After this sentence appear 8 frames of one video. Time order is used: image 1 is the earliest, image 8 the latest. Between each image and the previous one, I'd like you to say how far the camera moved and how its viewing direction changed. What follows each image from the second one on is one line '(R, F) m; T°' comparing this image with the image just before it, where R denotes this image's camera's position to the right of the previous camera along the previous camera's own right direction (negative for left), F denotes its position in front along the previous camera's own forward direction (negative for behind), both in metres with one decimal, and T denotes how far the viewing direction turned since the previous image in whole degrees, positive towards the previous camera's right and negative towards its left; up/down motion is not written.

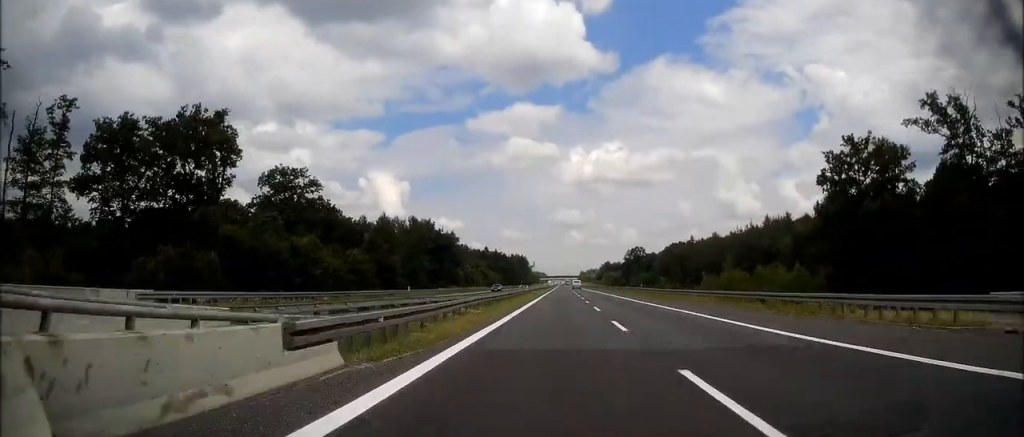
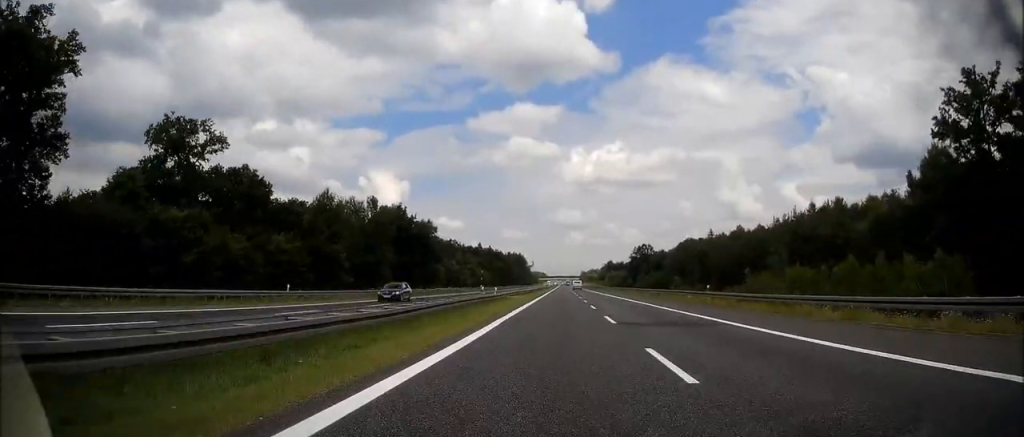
(0.0, +33.3) m; 0°
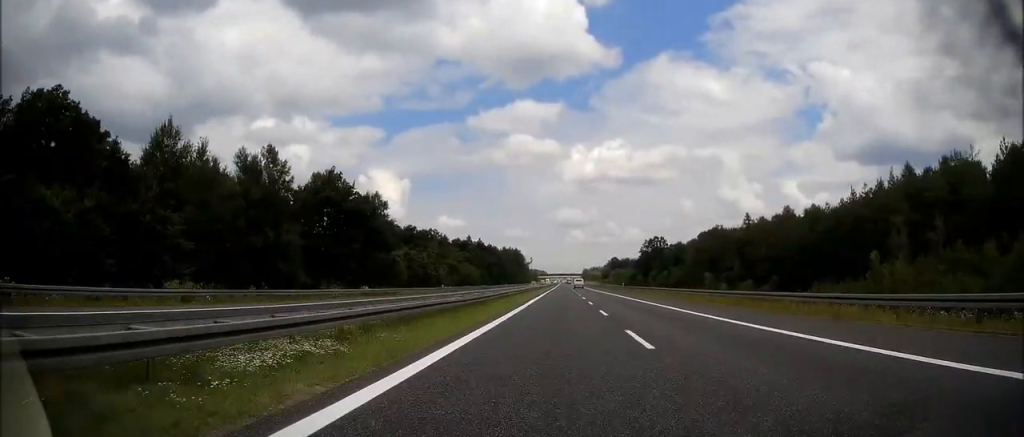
(-0.1, +44.5) m; 0°
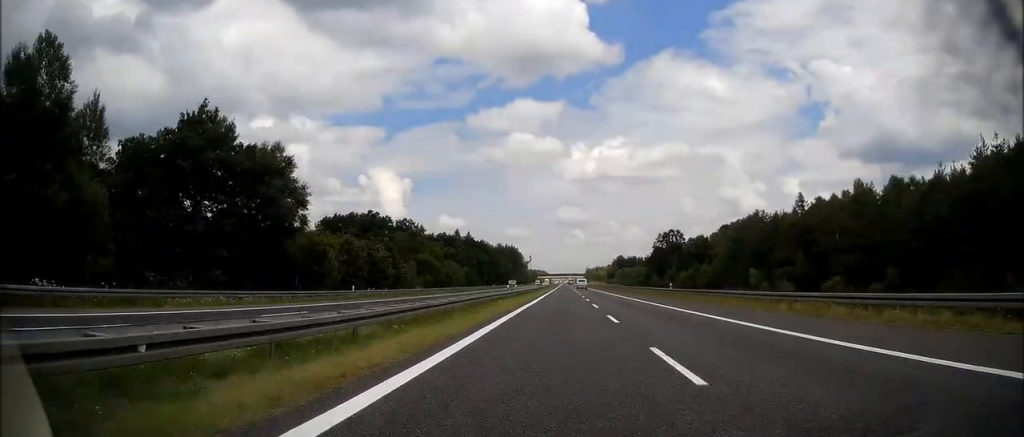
(0.0, +40.9) m; 0°
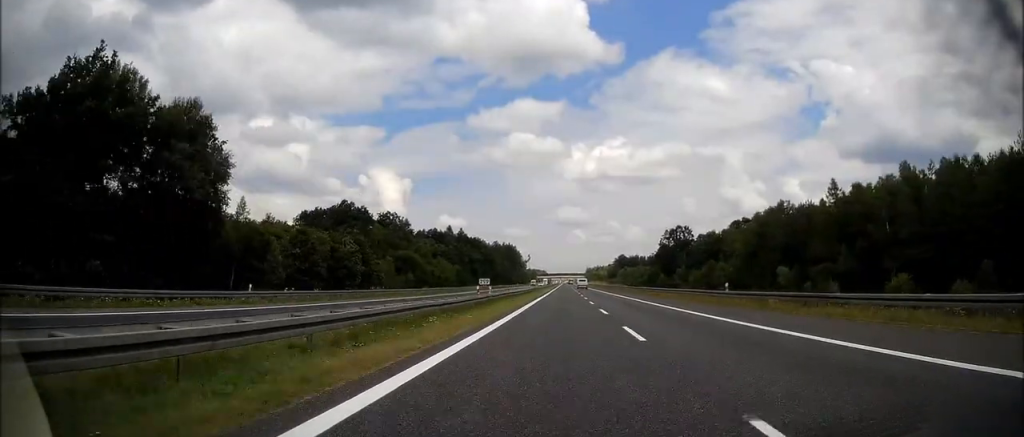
(0.0, +18.7) m; 0°
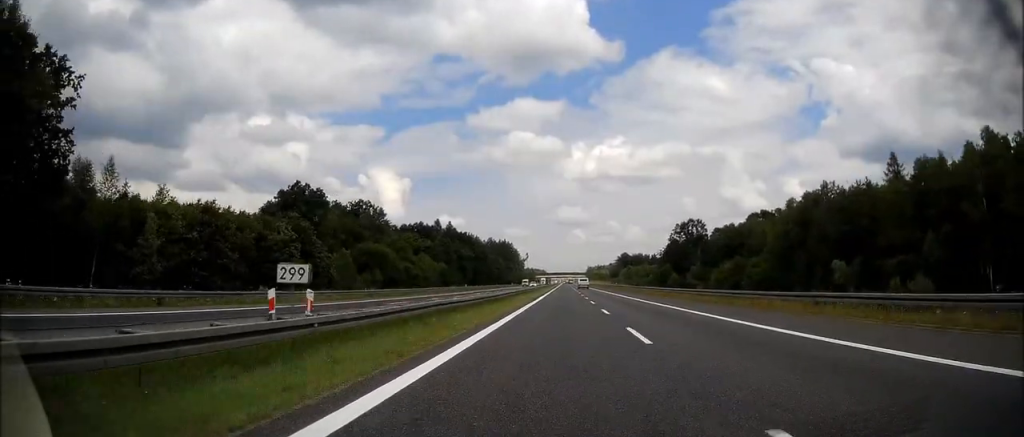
(0.0, +24.9) m; 0°
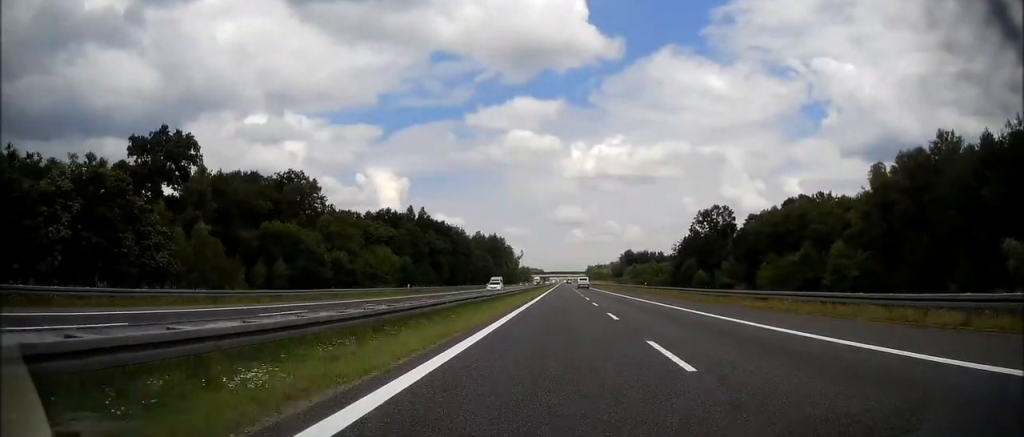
(0.0, +41.1) m; 0°
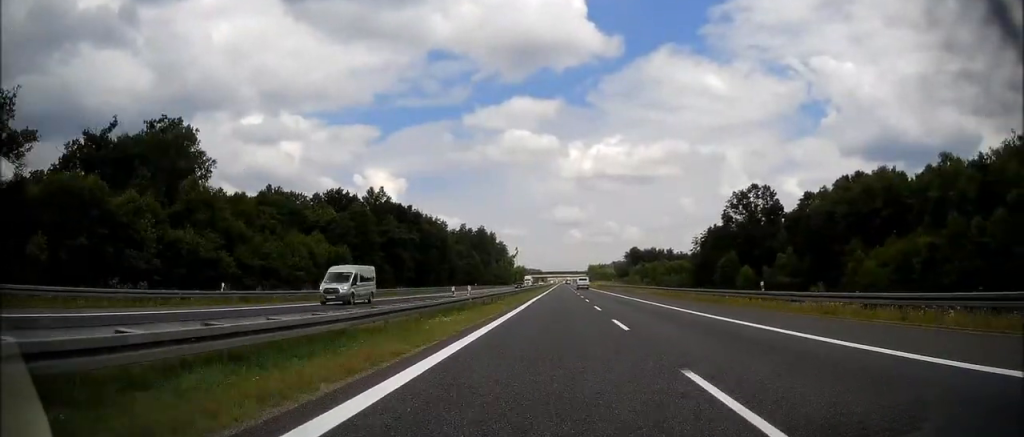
(-0.1, +41.0) m; 0°
